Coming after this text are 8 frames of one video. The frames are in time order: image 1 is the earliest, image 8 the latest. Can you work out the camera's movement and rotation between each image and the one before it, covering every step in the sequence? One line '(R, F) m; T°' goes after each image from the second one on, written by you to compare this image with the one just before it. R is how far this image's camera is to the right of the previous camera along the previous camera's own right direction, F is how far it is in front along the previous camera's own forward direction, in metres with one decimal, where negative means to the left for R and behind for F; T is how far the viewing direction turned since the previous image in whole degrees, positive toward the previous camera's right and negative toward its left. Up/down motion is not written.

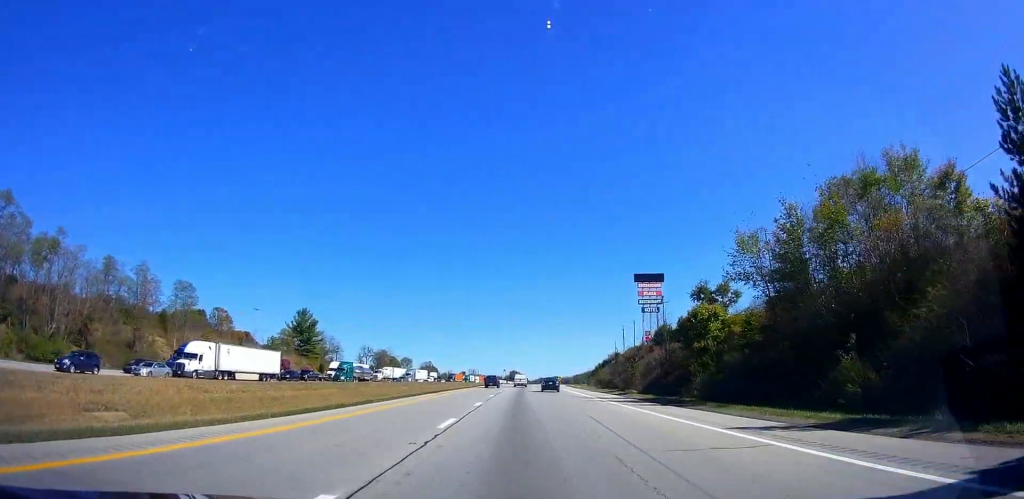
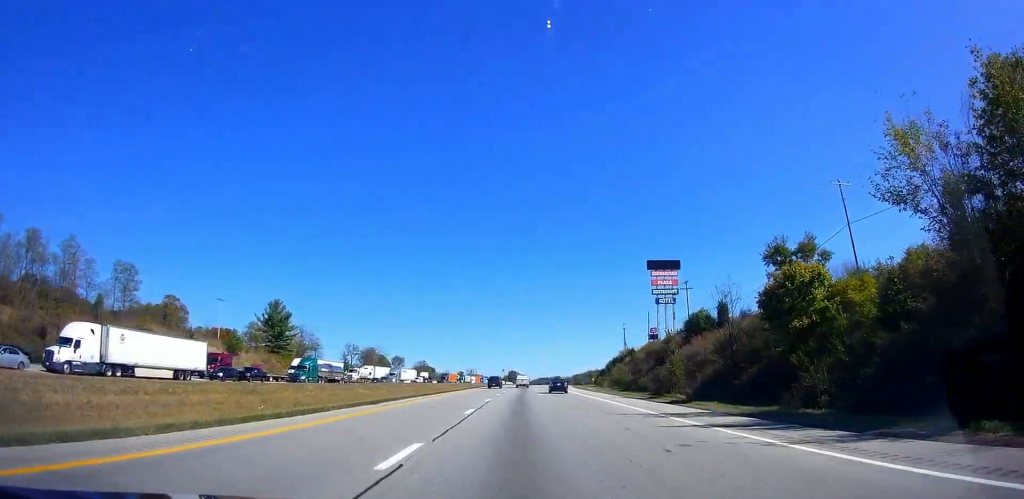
(-0.1, +19.2) m; 0°
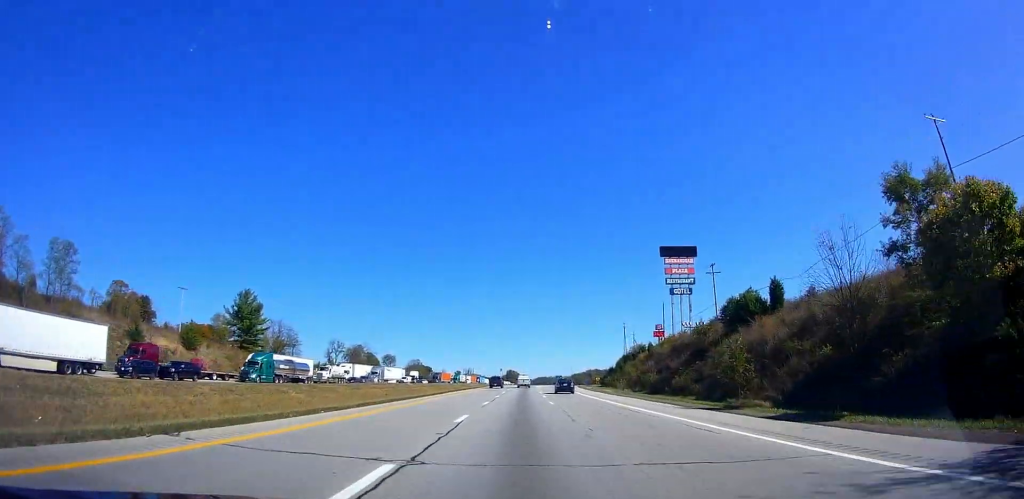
(-0.4, +16.3) m; 0°
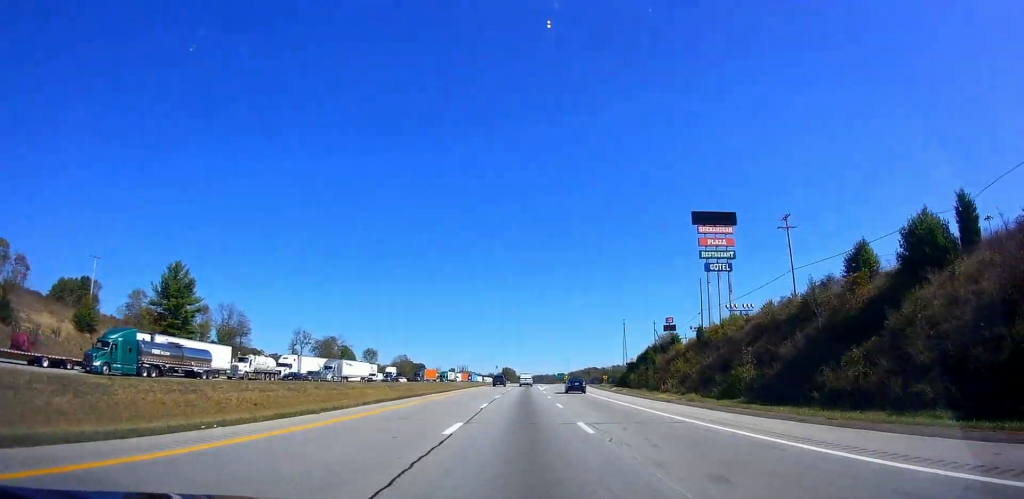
(+0.5, +28.5) m; +1°
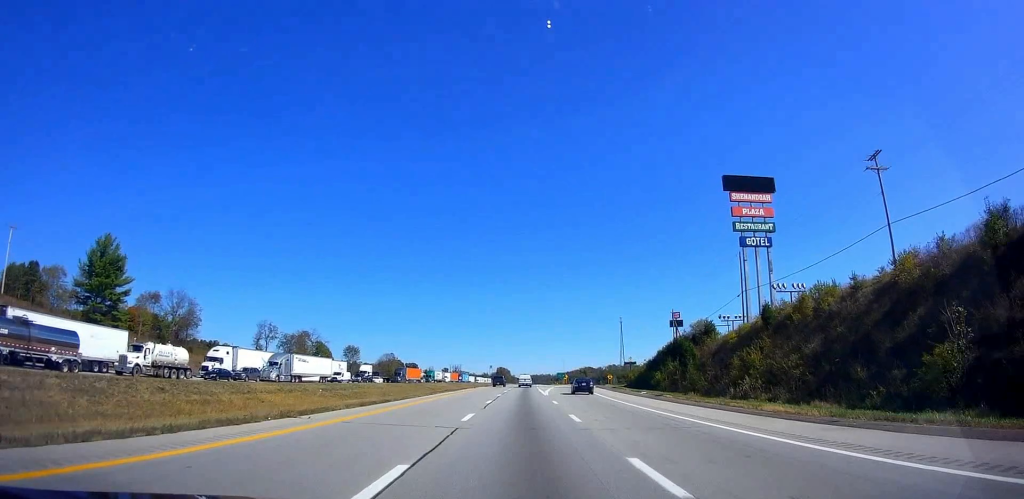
(+0.1, +20.5) m; 0°
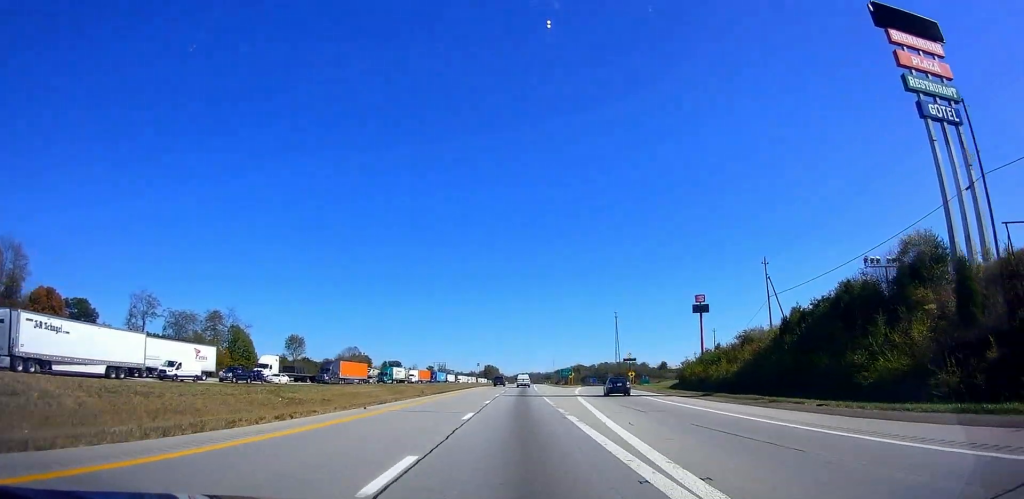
(+0.3, +47.7) m; +2°
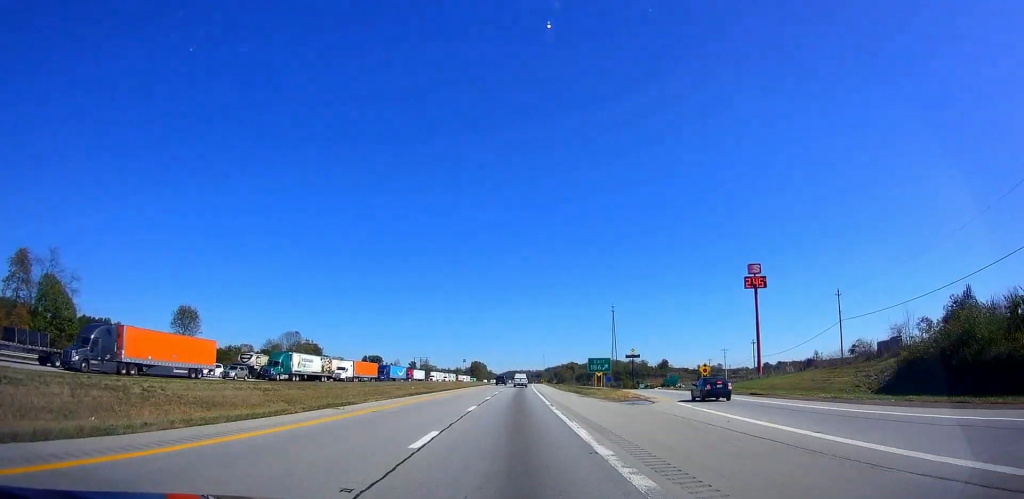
(+0.2, +57.9) m; -1°
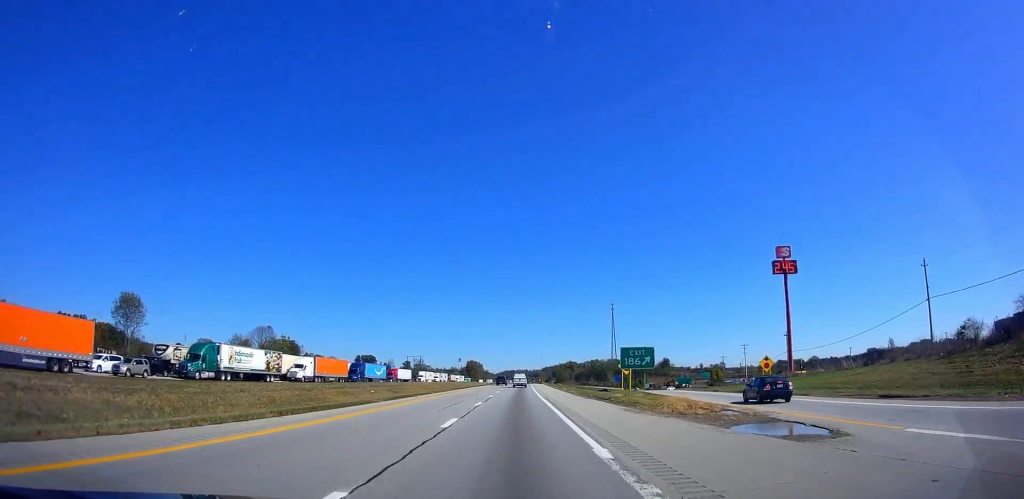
(-0.1, +20.1) m; 0°
